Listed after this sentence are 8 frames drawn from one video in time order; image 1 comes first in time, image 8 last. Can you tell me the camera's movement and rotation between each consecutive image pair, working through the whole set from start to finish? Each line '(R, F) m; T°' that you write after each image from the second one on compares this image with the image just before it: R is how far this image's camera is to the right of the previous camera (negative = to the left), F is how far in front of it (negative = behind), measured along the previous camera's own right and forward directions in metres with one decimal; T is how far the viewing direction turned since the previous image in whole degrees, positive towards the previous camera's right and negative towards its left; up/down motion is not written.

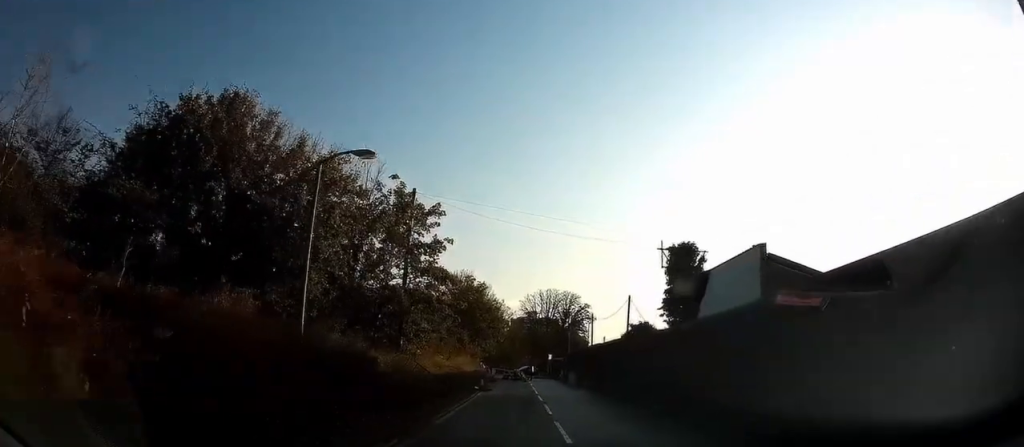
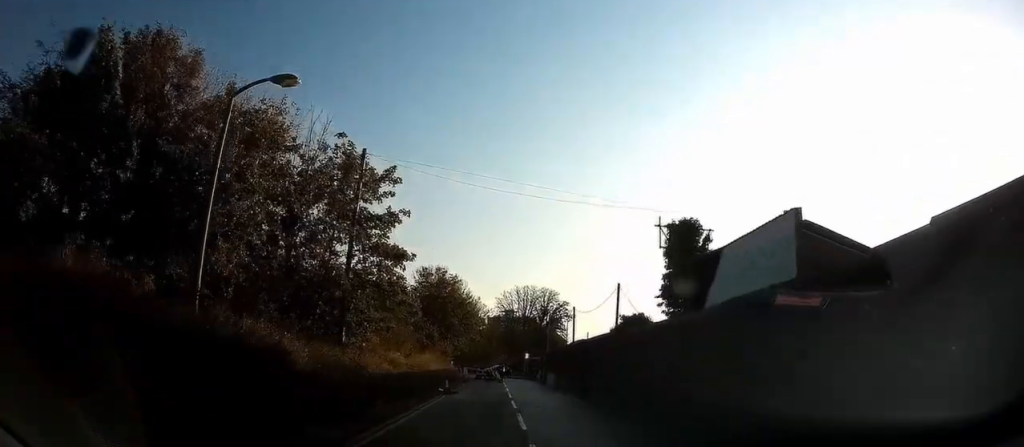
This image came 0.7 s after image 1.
(0.0, +2.8) m; 0°
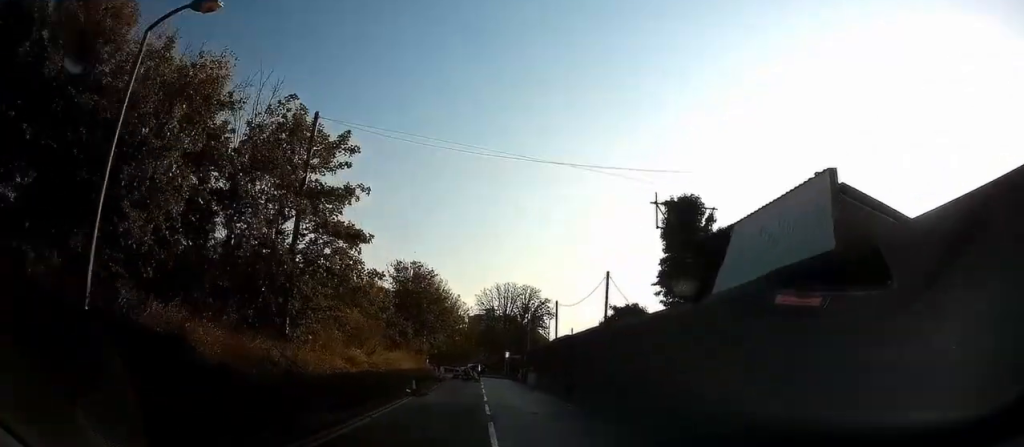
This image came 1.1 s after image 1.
(0.0, +1.7) m; 0°
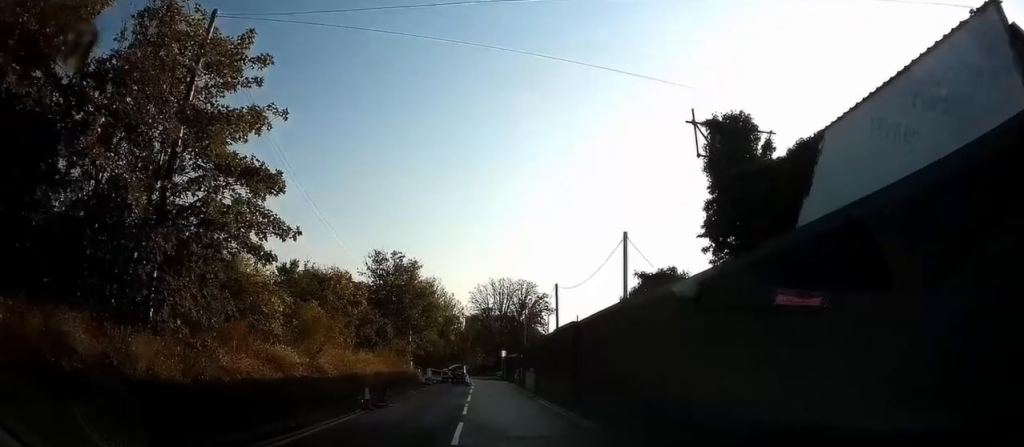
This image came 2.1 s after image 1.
(0.0, +3.3) m; 0°
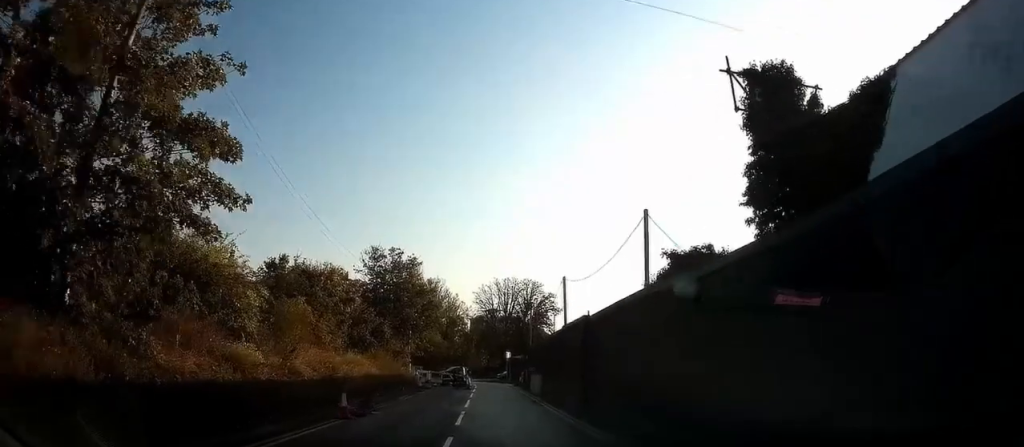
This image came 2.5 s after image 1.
(0.0, +2.1) m; 0°
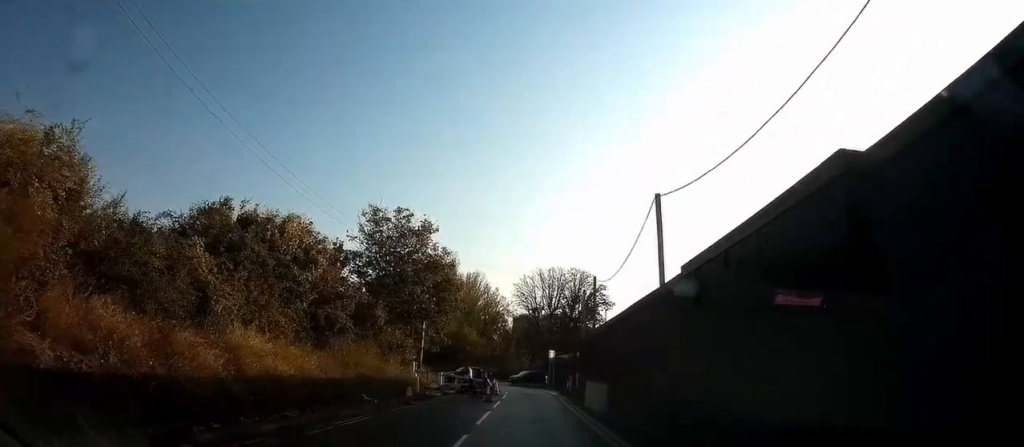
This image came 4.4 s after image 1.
(0.0, +11.9) m; -1°
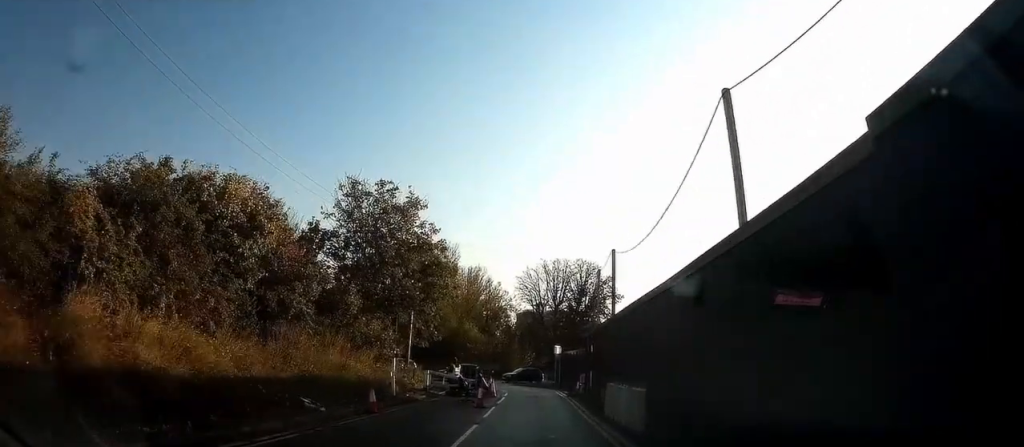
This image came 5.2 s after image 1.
(-0.2, +4.9) m; -1°
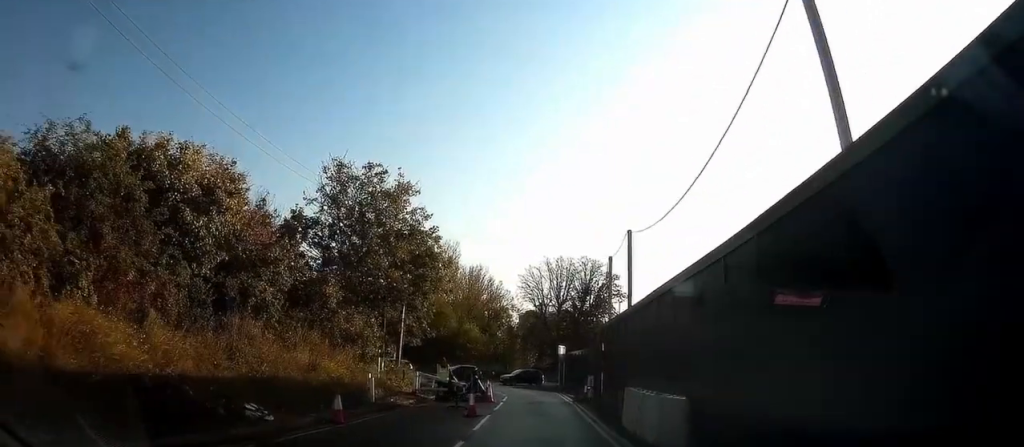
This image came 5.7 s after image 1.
(+0.1, +2.8) m; 0°
